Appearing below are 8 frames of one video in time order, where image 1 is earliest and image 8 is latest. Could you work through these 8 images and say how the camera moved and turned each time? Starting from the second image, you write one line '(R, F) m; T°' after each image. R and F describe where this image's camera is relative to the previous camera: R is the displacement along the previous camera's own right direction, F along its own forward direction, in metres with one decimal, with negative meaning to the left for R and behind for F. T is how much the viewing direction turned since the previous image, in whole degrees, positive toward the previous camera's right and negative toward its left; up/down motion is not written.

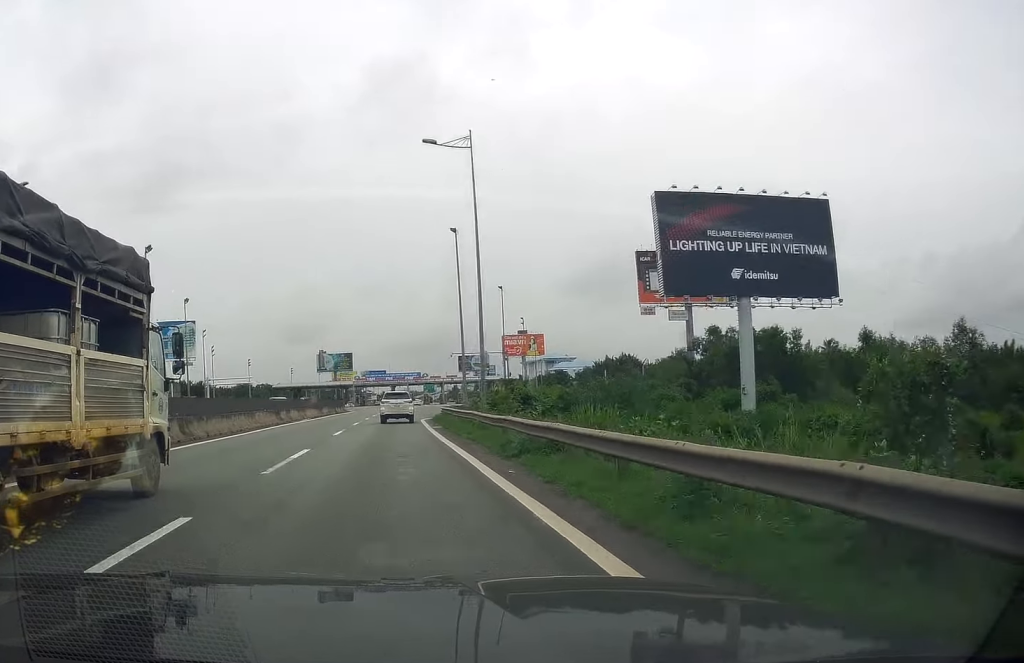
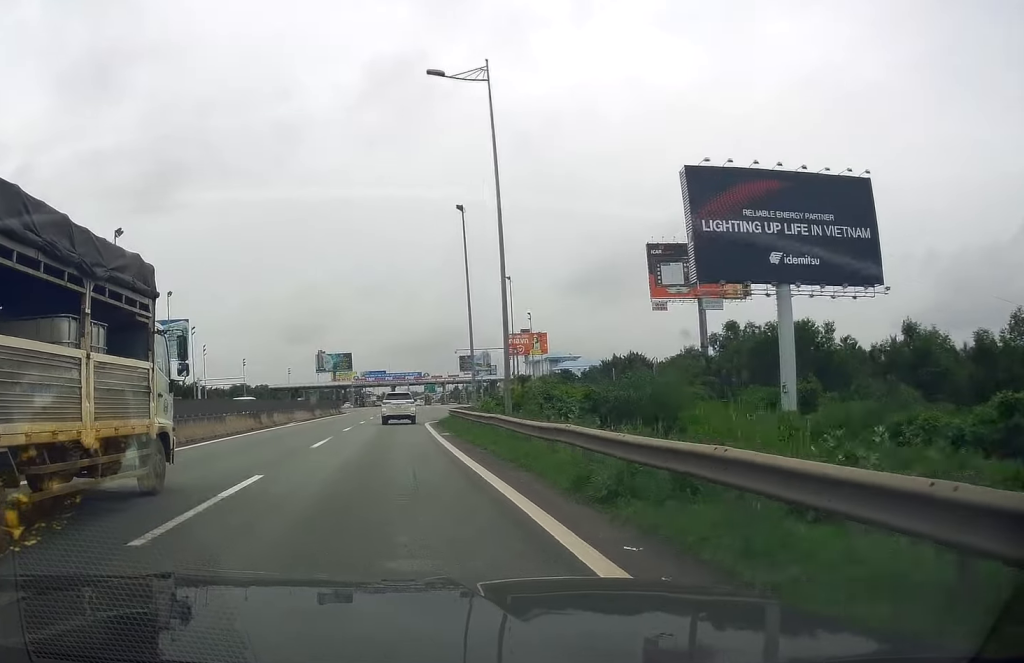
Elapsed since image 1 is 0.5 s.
(0.0, +7.1) m; 0°
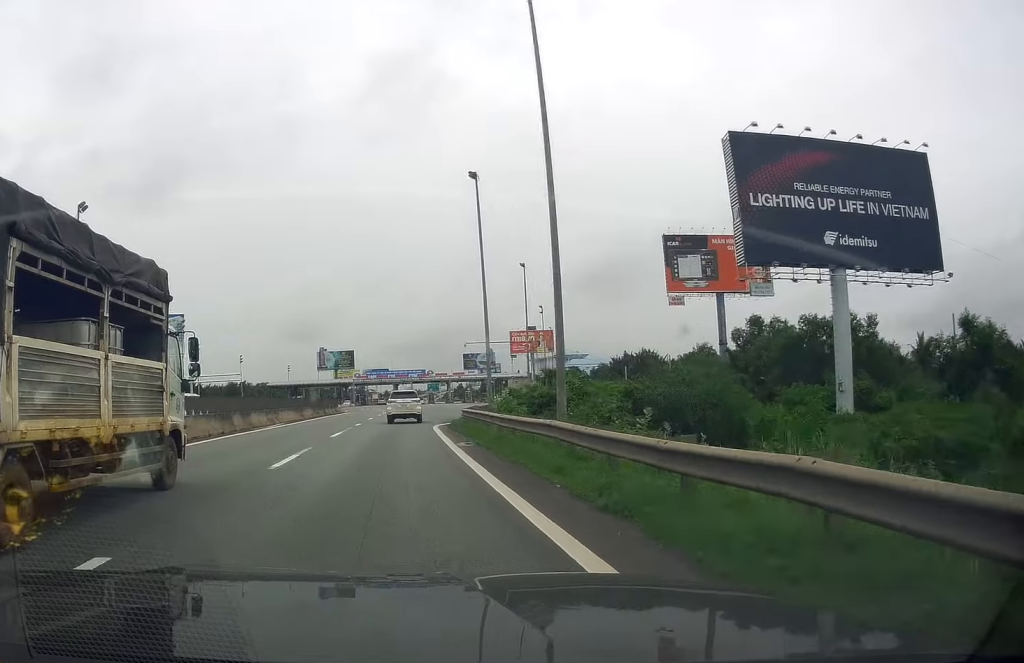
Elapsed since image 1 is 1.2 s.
(0.0, +8.0) m; -1°
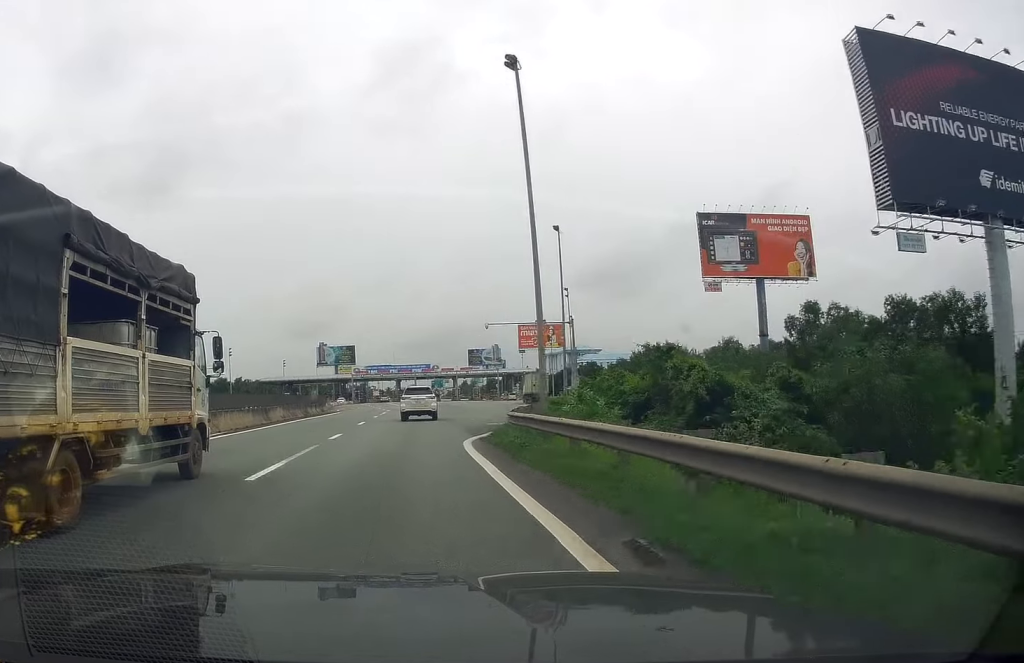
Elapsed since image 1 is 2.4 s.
(-0.3, +15.1) m; -2°
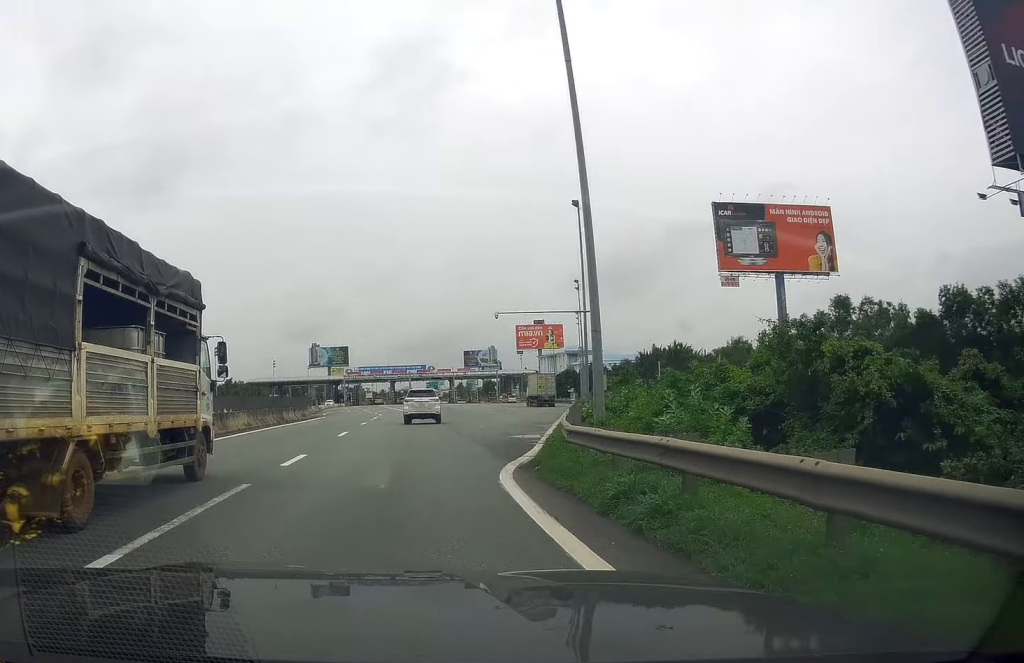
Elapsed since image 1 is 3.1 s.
(-0.2, +8.7) m; 0°
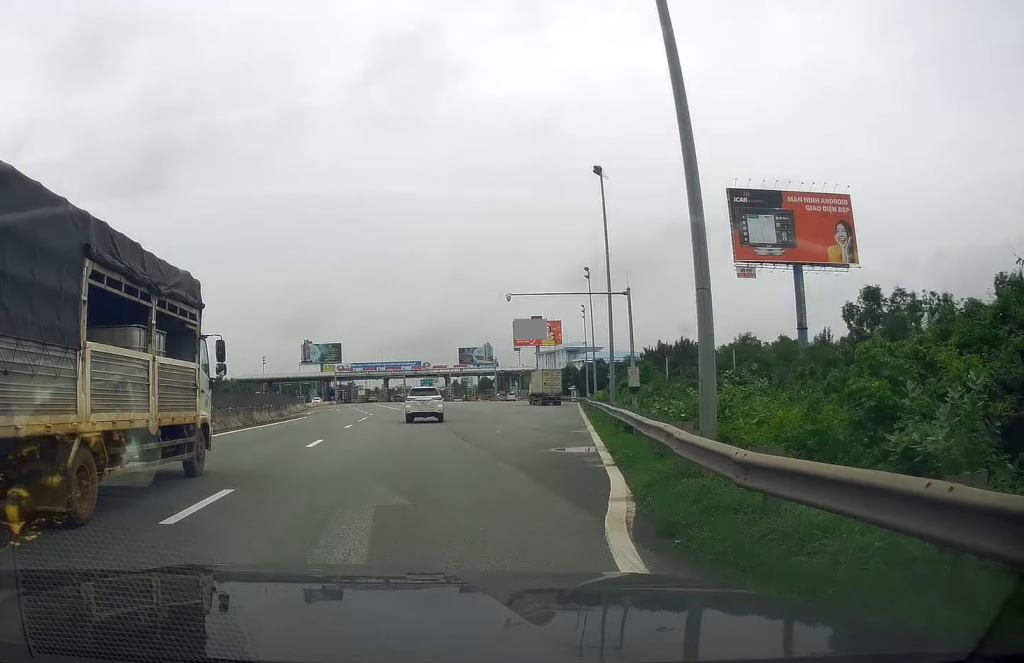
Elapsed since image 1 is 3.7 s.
(+0.3, +7.2) m; +1°
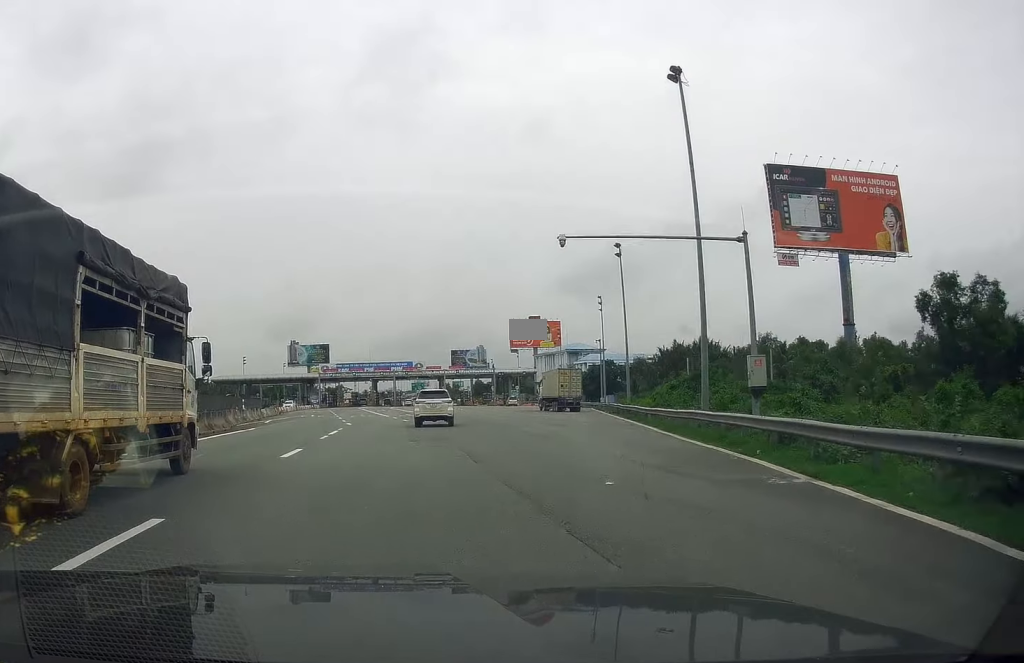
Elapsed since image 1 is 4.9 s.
(-0.1, +14.9) m; -1°
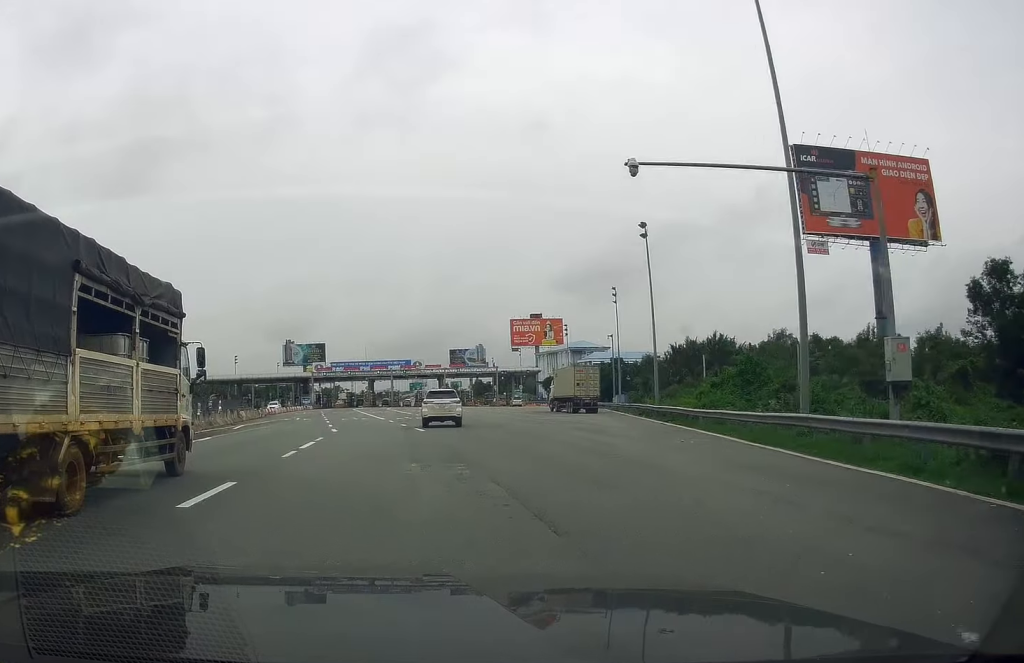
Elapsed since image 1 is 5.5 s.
(0.0, +7.6) m; +1°
